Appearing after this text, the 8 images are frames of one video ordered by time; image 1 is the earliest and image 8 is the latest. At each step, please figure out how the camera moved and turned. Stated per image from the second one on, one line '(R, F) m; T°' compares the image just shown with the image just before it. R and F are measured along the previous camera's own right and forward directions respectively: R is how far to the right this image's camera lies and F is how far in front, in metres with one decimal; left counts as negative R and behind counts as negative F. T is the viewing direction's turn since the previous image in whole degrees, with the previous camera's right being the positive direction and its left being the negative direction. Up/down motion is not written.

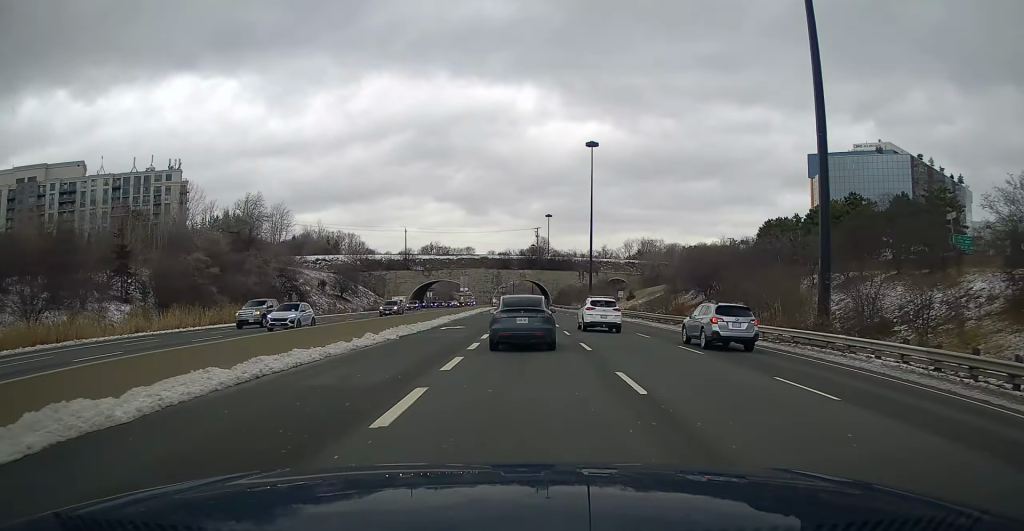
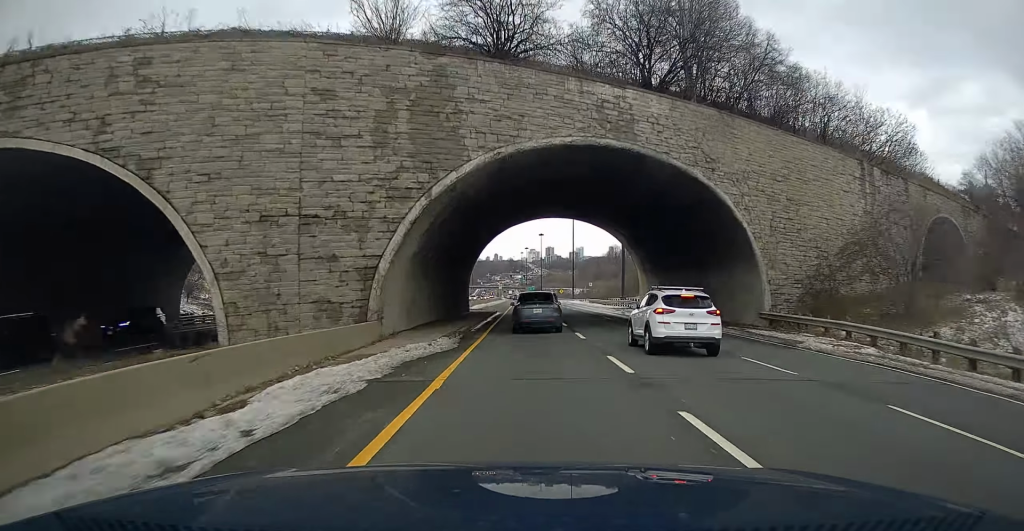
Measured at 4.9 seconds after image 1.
(-3.7, +152.3) m; -2°
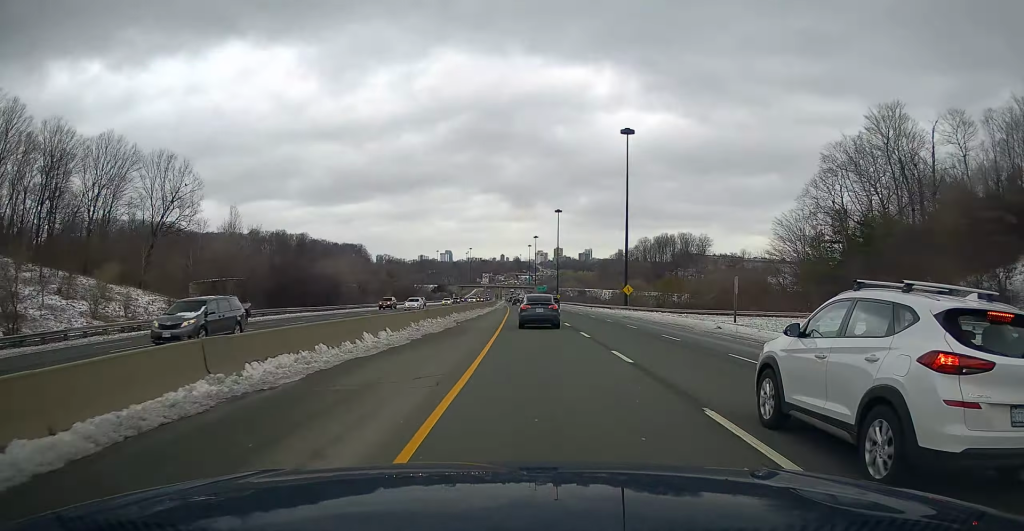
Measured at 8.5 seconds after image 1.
(-0.8, +112.3) m; -1°
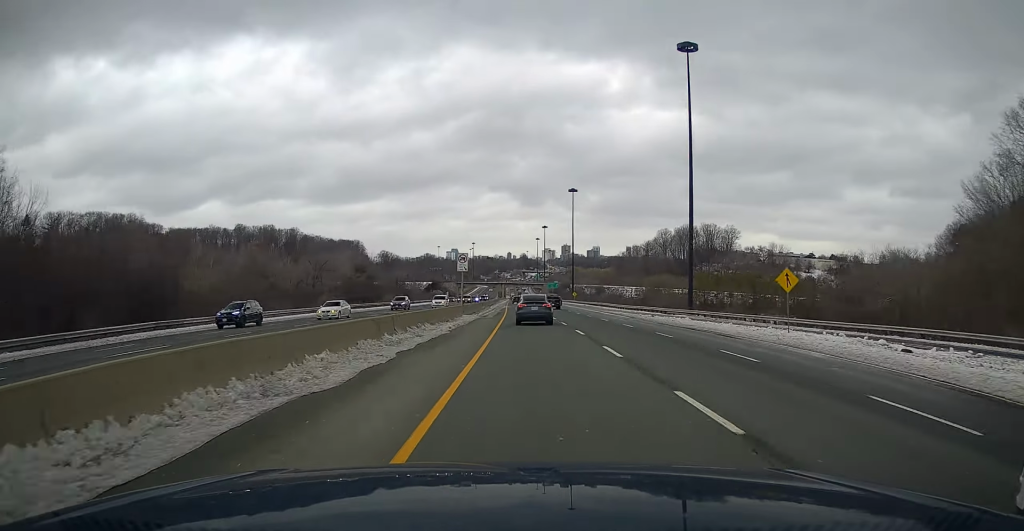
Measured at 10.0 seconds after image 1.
(-0.1, +46.9) m; 0°
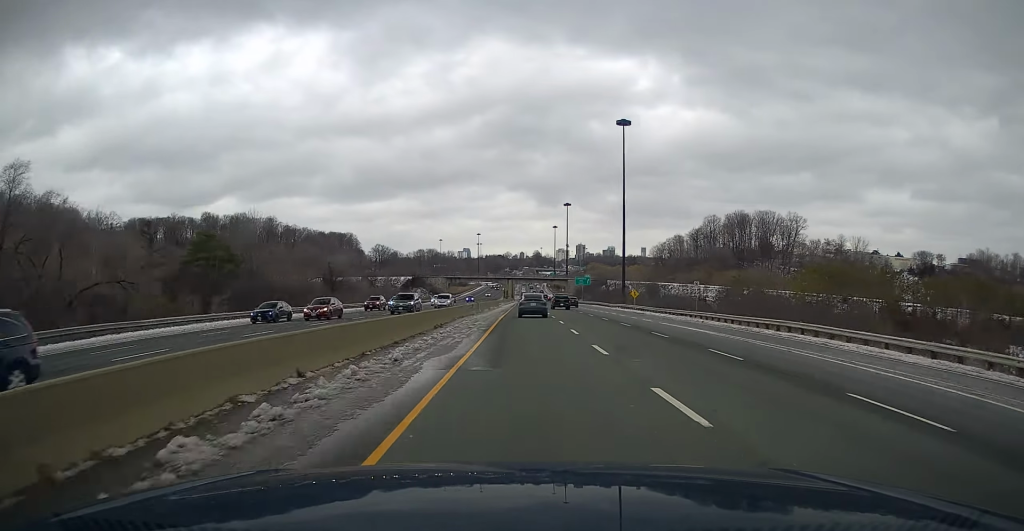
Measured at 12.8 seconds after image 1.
(-0.8, +86.1) m; -1°
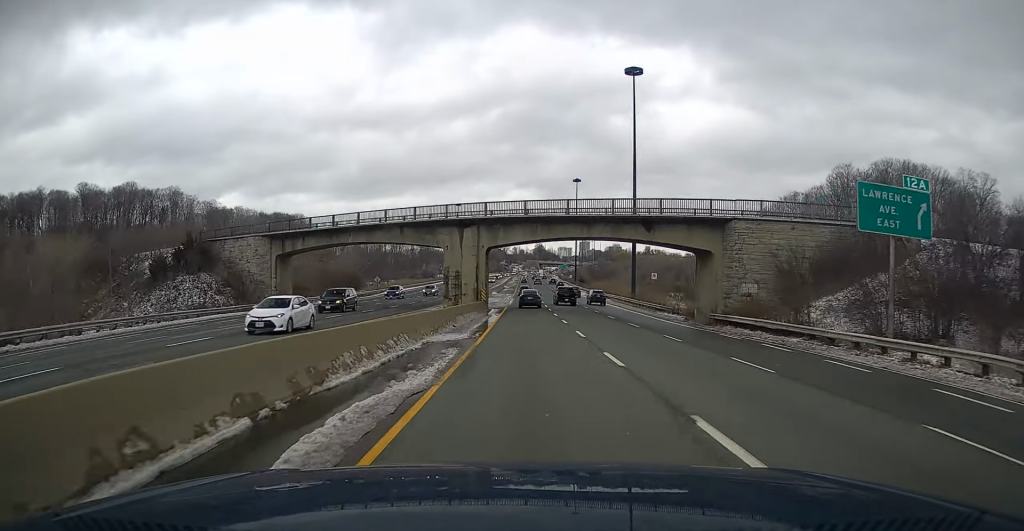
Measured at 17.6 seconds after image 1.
(-0.8, +153.6) m; 0°
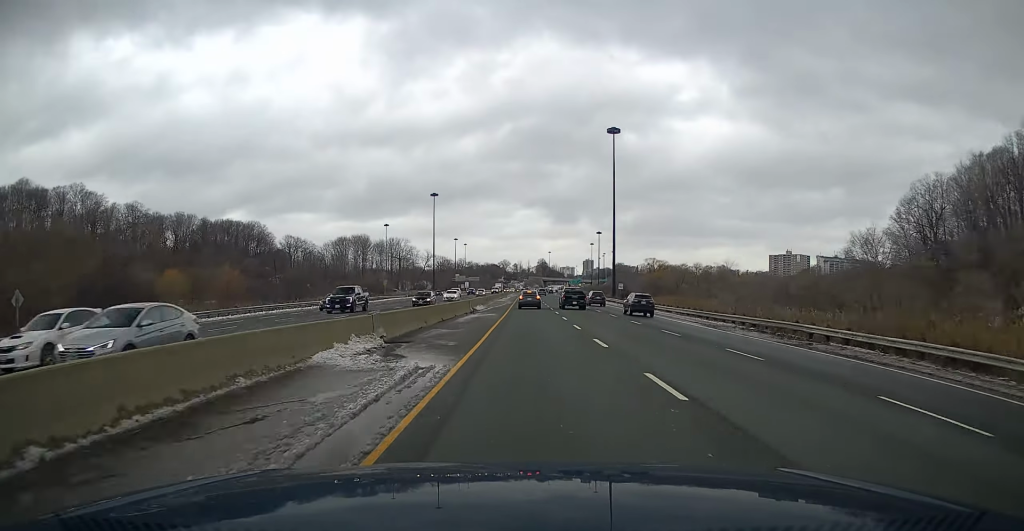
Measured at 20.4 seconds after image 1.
(-0.1, +88.9) m; 0°
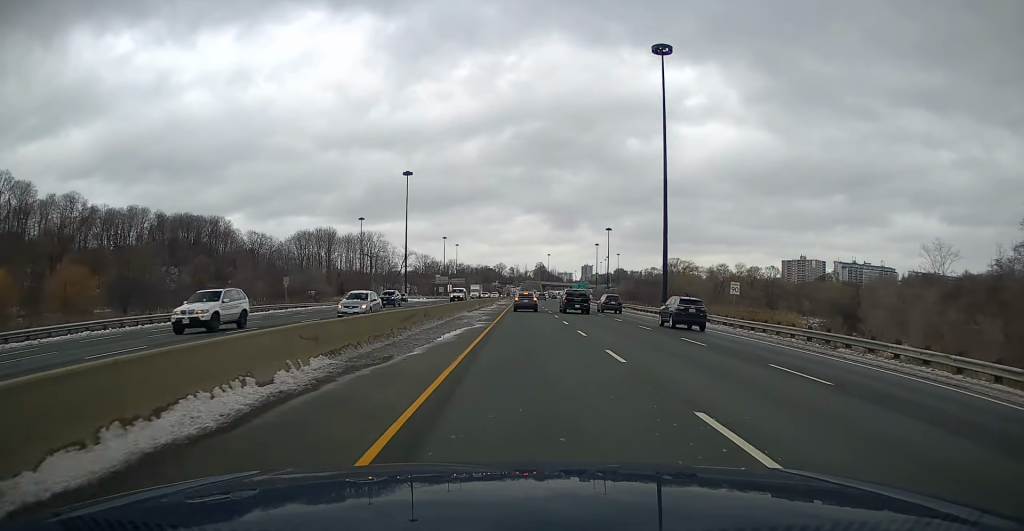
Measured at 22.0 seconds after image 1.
(0.0, +48.8) m; 0°
